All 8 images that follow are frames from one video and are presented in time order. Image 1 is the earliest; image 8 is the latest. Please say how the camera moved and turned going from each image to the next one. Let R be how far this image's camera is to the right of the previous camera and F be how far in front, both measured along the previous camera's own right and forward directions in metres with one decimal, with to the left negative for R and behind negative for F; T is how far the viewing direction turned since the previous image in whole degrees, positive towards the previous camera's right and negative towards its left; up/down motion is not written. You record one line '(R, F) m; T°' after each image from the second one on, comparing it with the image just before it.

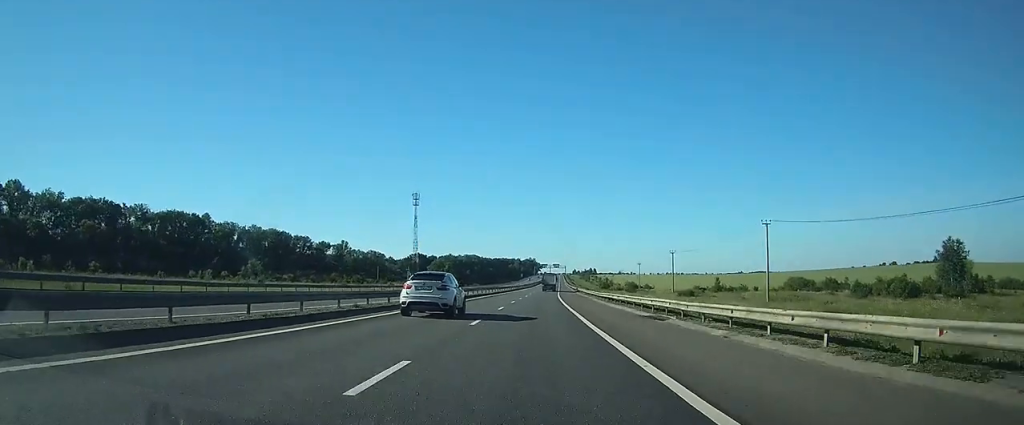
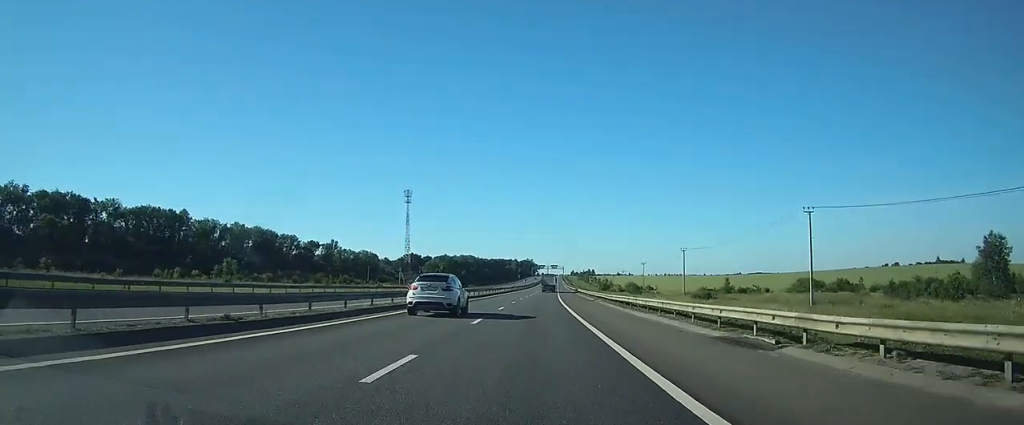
(+0.1, +11.1) m; 0°
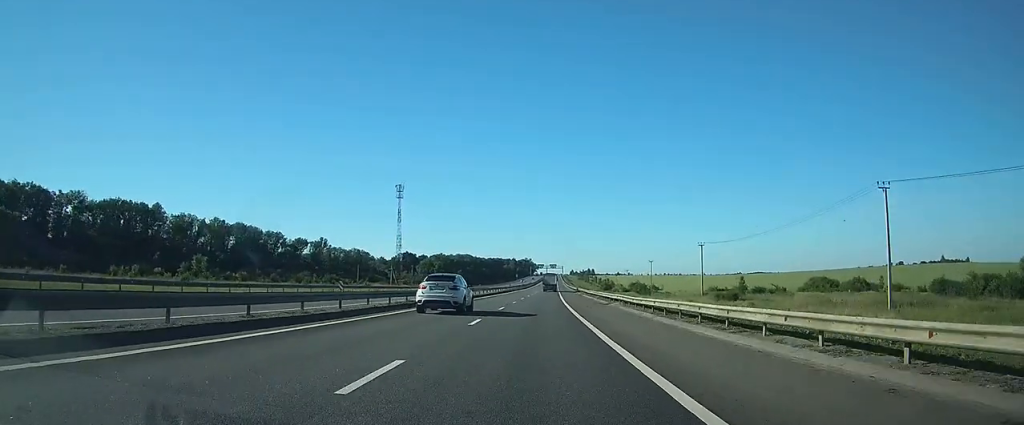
(0.0, +12.7) m; 0°
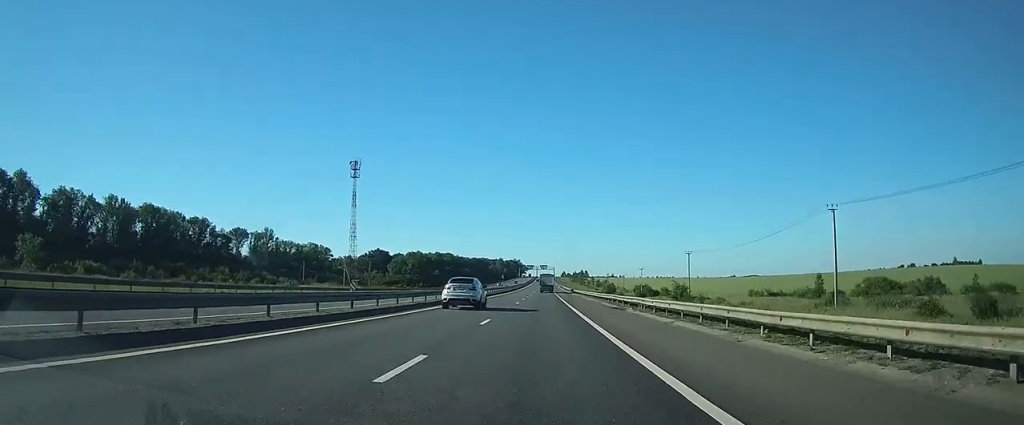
(+0.7, +46.7) m; +2°
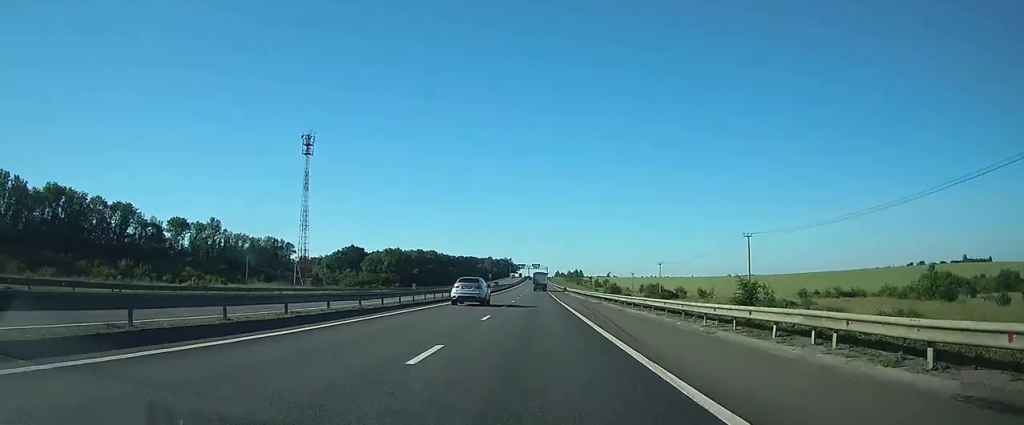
(+0.4, +33.9) m; +1°
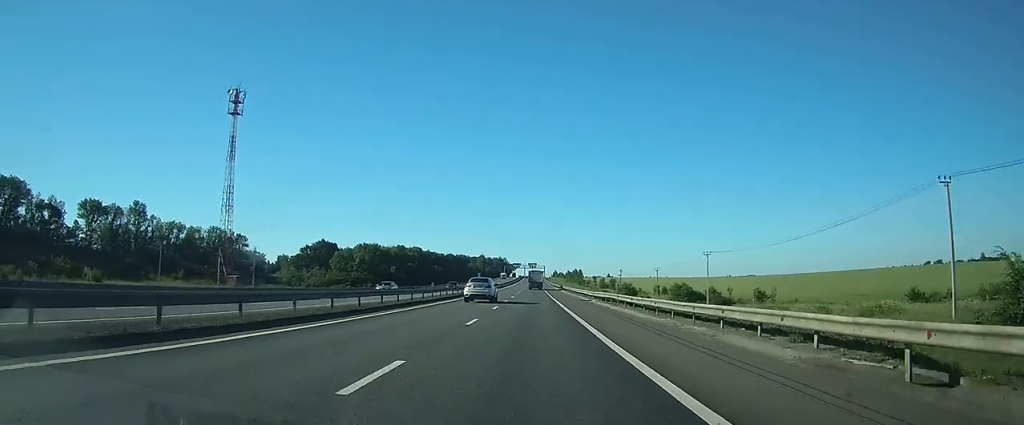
(0.0, +38.3) m; 0°
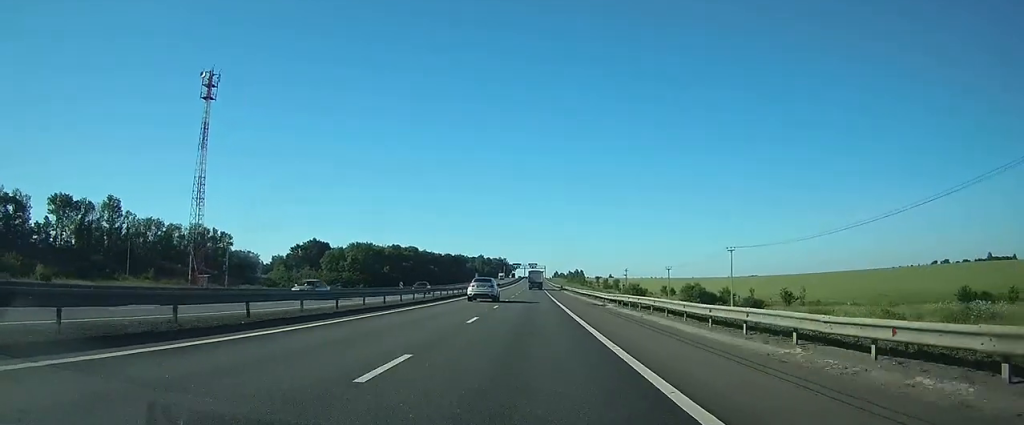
(0.0, +11.1) m; 0°
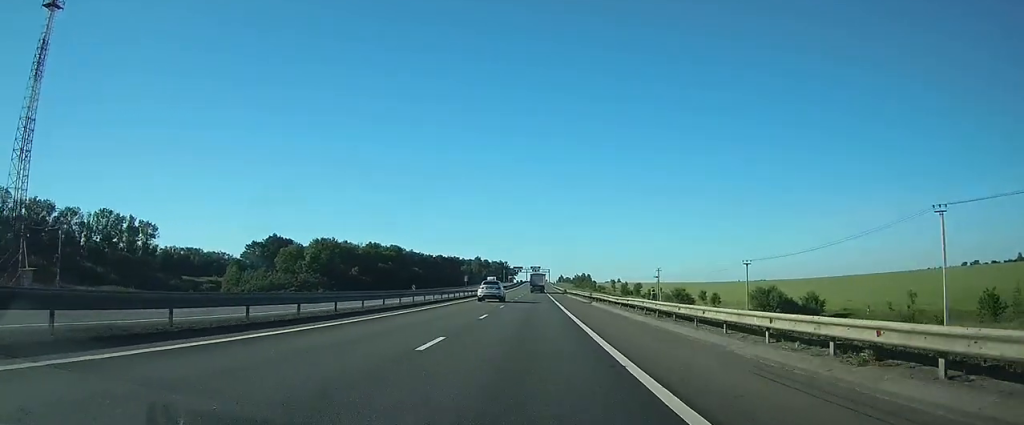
(+0.2, +43.7) m; 0°
